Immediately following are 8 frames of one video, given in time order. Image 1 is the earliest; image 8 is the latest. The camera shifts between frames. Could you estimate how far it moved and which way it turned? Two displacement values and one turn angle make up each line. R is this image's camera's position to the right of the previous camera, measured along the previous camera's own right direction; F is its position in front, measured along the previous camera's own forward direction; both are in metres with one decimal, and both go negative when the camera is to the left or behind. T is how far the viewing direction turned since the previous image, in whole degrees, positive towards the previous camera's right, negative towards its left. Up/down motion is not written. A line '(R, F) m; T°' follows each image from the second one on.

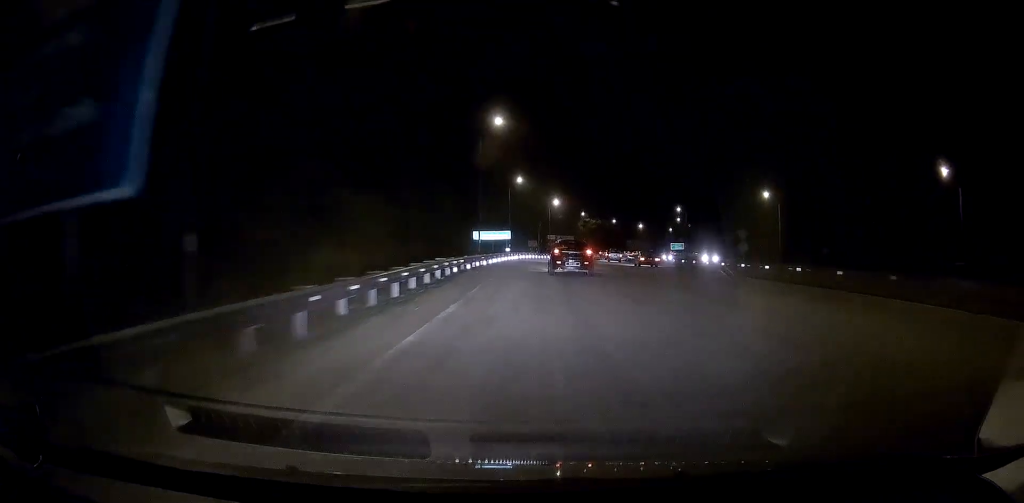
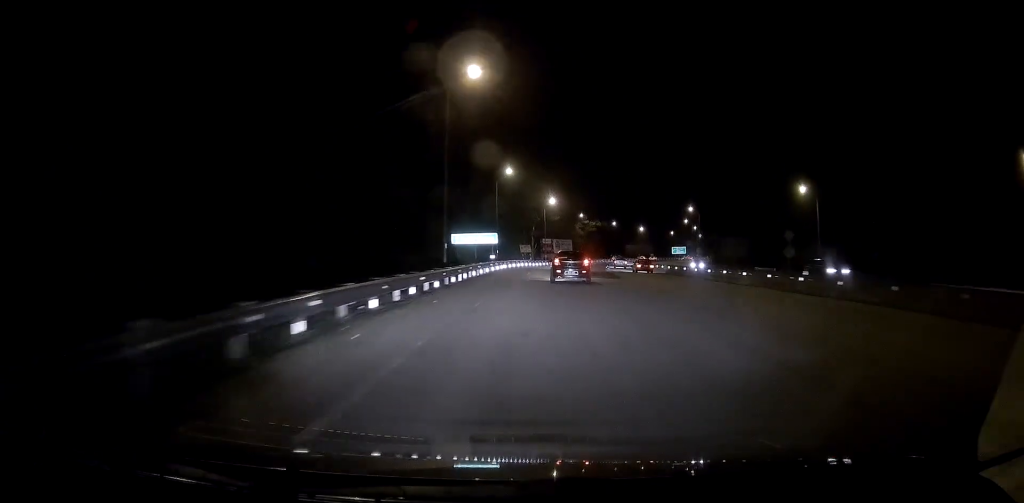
(+0.2, +16.0) m; 0°
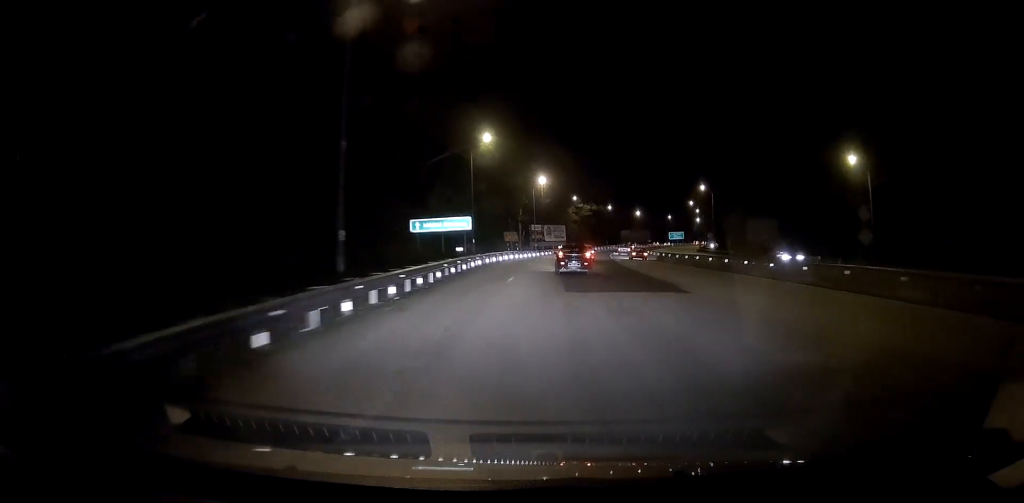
(-0.1, +17.3) m; +1°
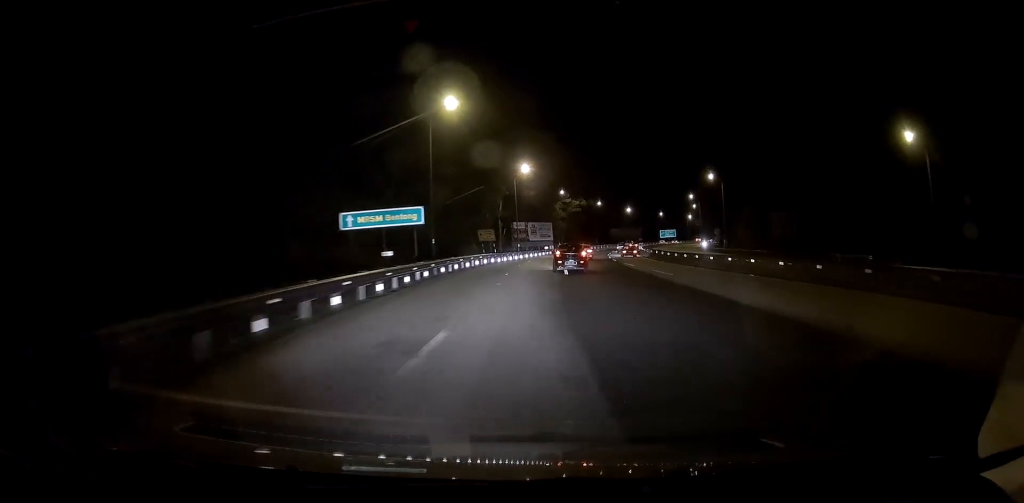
(+0.3, +15.0) m; +1°
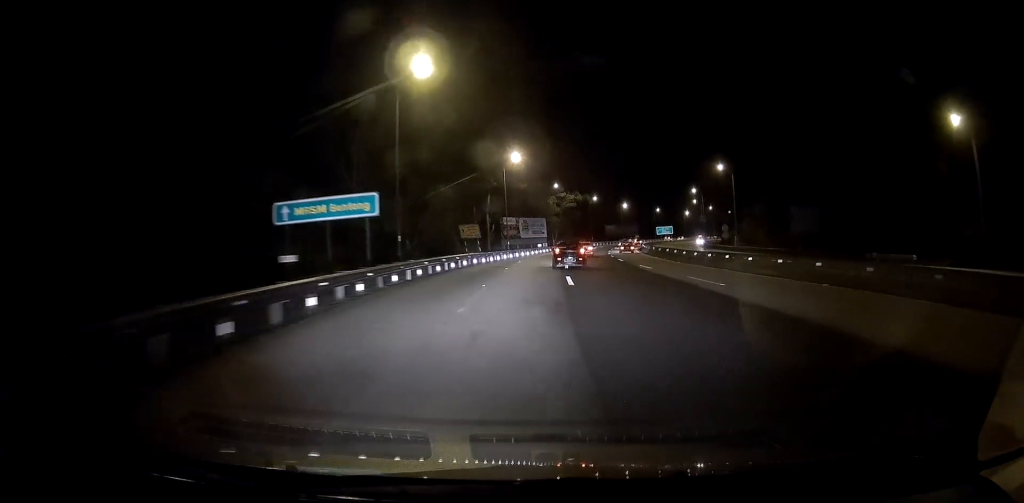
(0.0, +8.7) m; 0°
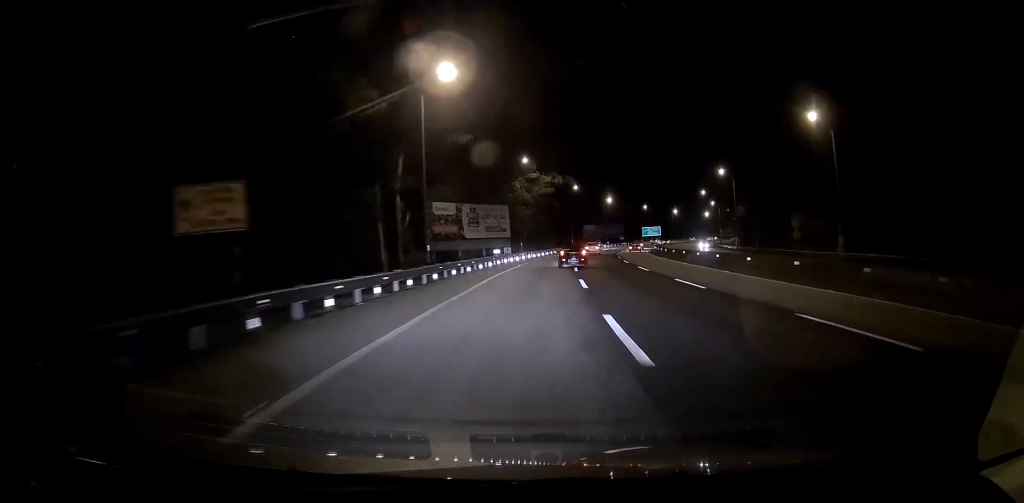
(+1.9, +38.5) m; +5°
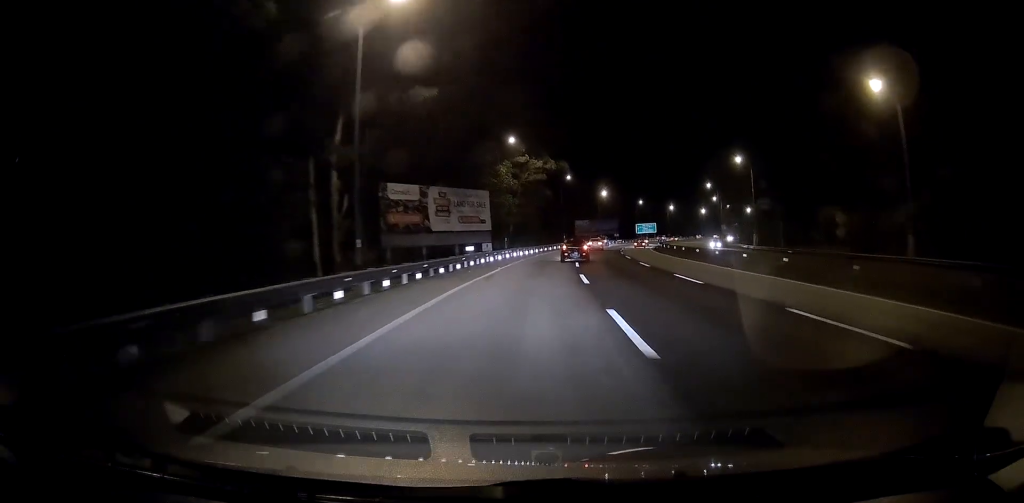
(0.0, +11.9) m; 0°
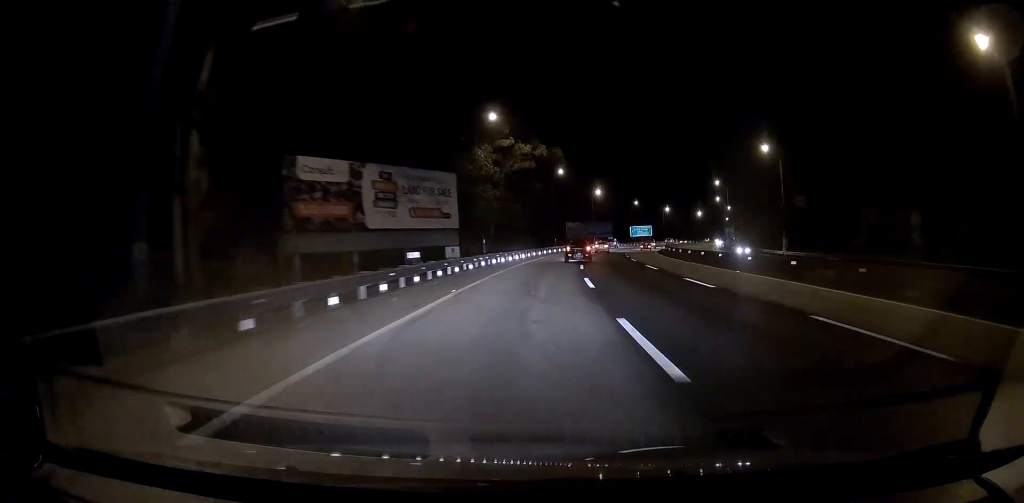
(0.0, +13.2) m; +1°
